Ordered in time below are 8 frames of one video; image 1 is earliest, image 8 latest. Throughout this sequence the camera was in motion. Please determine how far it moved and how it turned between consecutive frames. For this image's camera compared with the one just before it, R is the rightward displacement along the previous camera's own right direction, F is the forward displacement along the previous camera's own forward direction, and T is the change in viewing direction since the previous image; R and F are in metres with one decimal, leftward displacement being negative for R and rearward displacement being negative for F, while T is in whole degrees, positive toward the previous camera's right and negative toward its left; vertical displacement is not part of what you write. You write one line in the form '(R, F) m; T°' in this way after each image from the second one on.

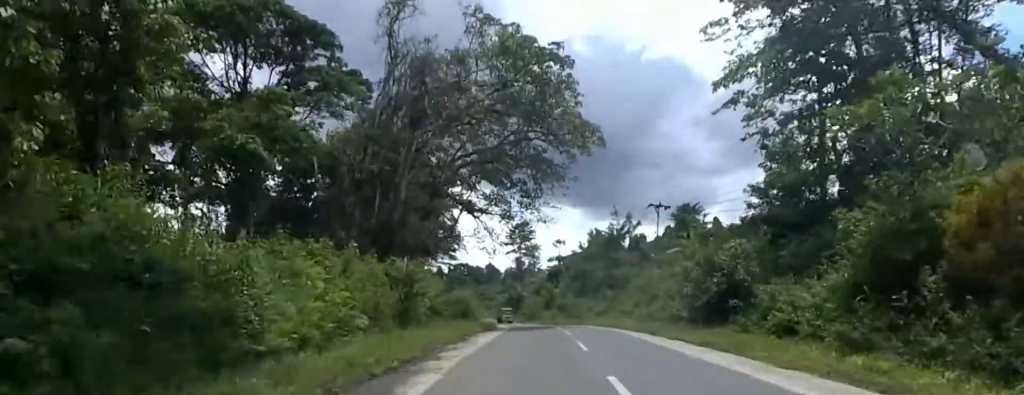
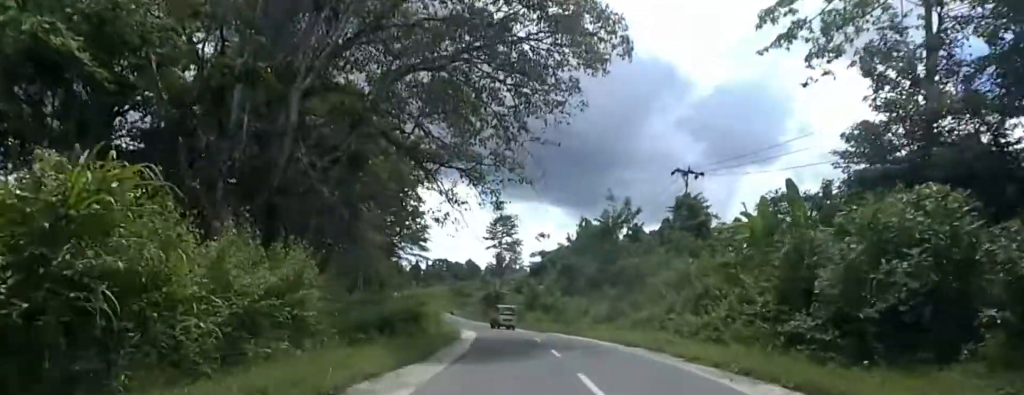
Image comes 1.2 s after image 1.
(-0.3, +14.8) m; +3°
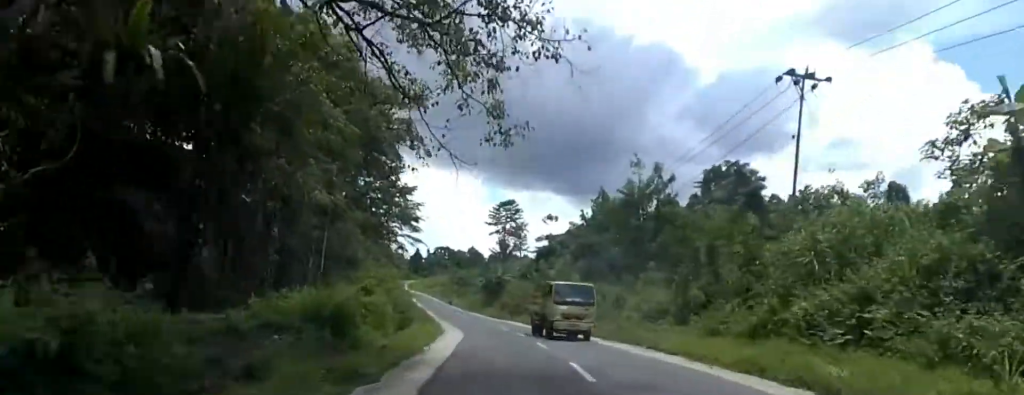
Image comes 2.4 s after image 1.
(+0.5, +14.6) m; 0°
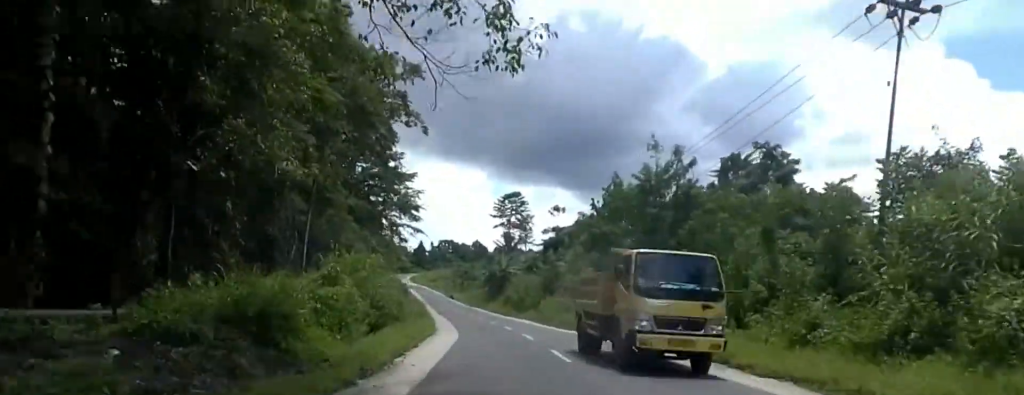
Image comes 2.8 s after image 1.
(-0.6, +5.6) m; 0°
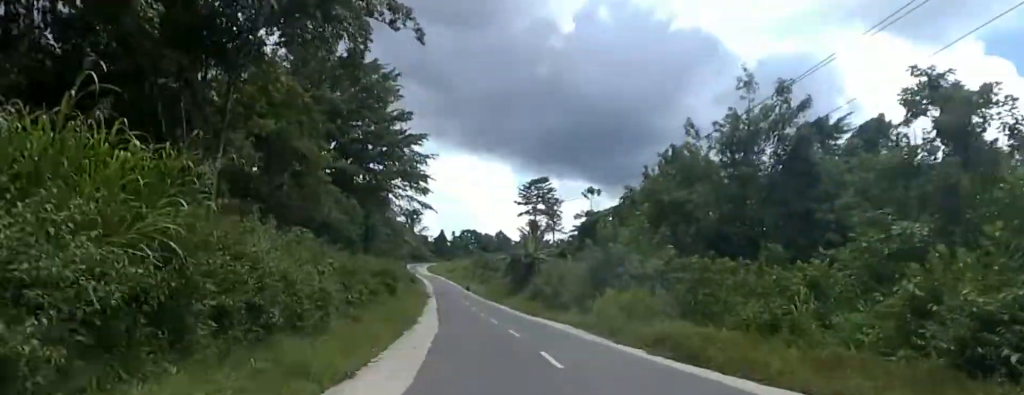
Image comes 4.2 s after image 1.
(+0.8, +18.0) m; -1°
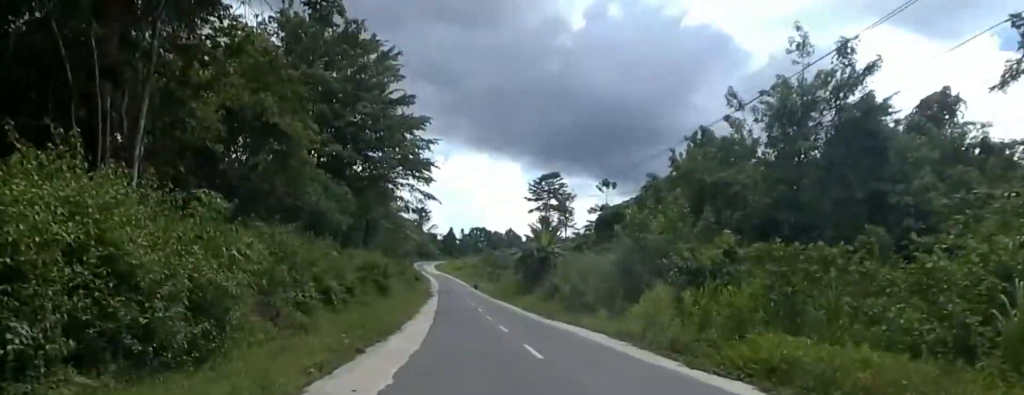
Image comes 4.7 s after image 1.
(-0.6, +6.6) m; -2°
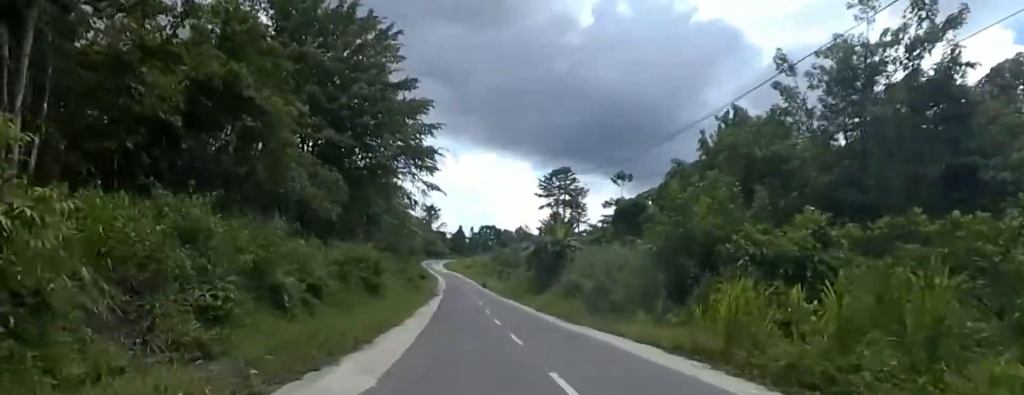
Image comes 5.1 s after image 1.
(-0.2, +5.8) m; -1°
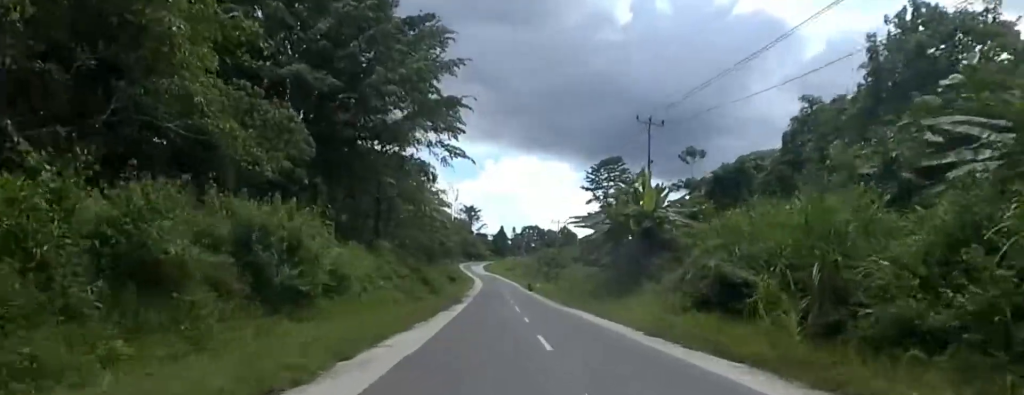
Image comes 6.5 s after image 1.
(-0.3, +18.3) m; -4°
